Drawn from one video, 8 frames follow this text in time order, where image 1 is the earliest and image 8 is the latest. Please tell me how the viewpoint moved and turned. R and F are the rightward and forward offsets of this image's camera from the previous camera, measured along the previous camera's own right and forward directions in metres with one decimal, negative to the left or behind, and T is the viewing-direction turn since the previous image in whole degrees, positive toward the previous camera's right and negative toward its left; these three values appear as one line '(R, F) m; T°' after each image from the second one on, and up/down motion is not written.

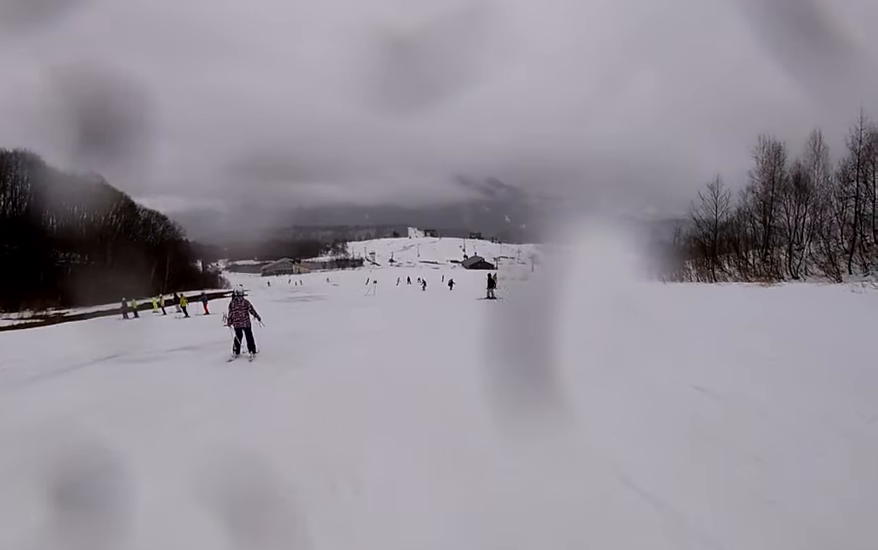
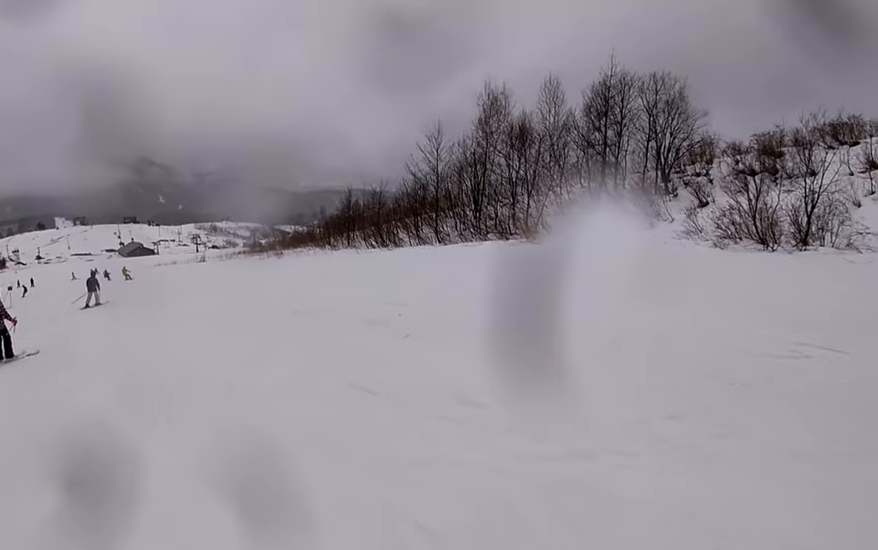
(+4.7, +10.0) m; +25°
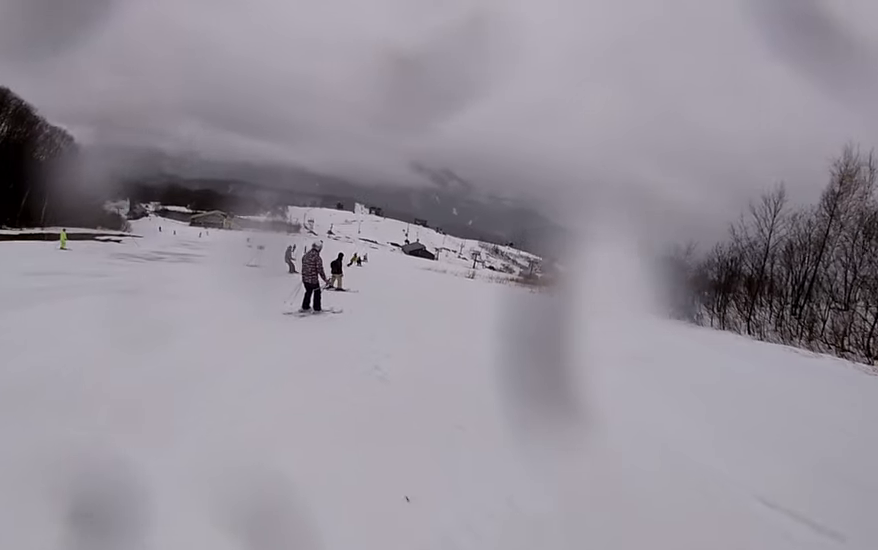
(-0.9, +6.2) m; -11°
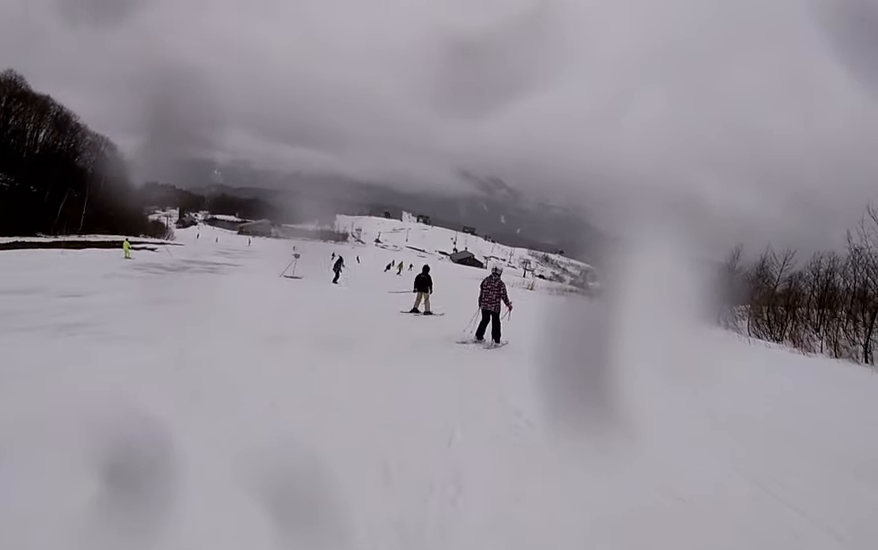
(-0.3, +5.1) m; 0°
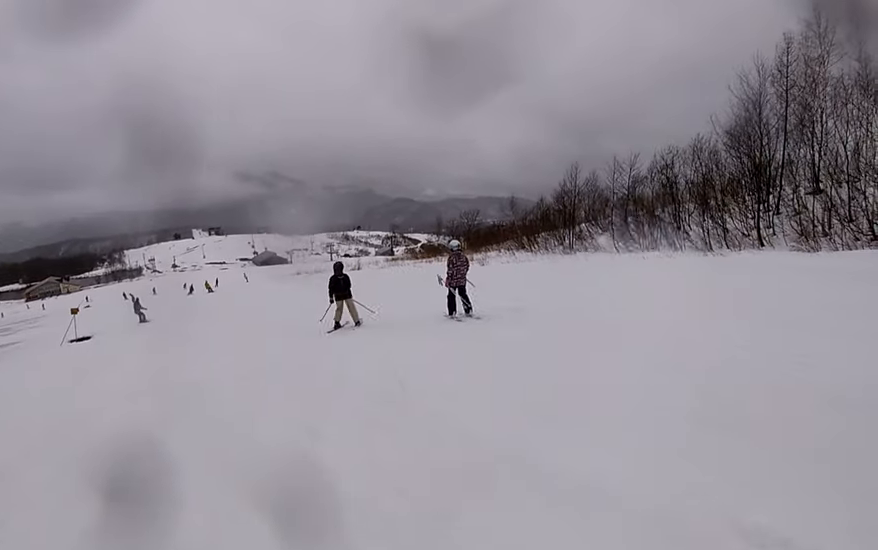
(+0.4, +7.0) m; +3°
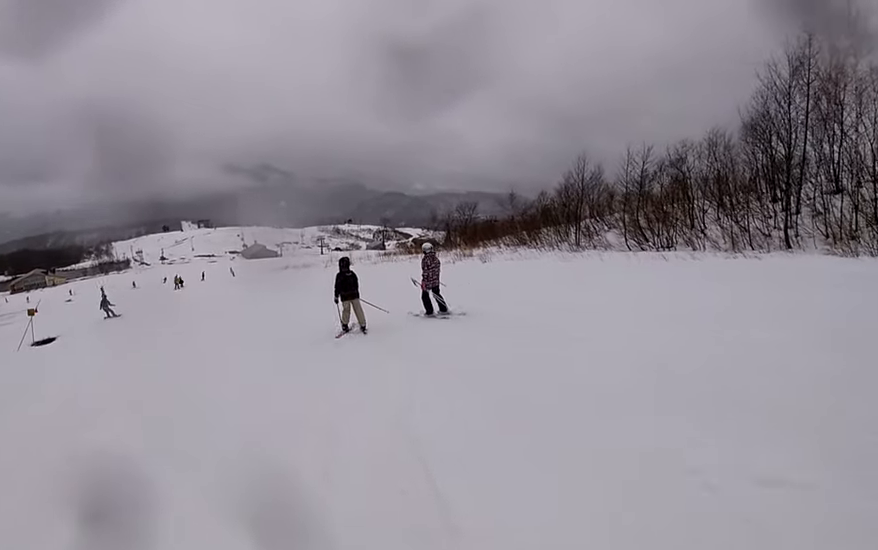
(-0.1, +2.8) m; -7°
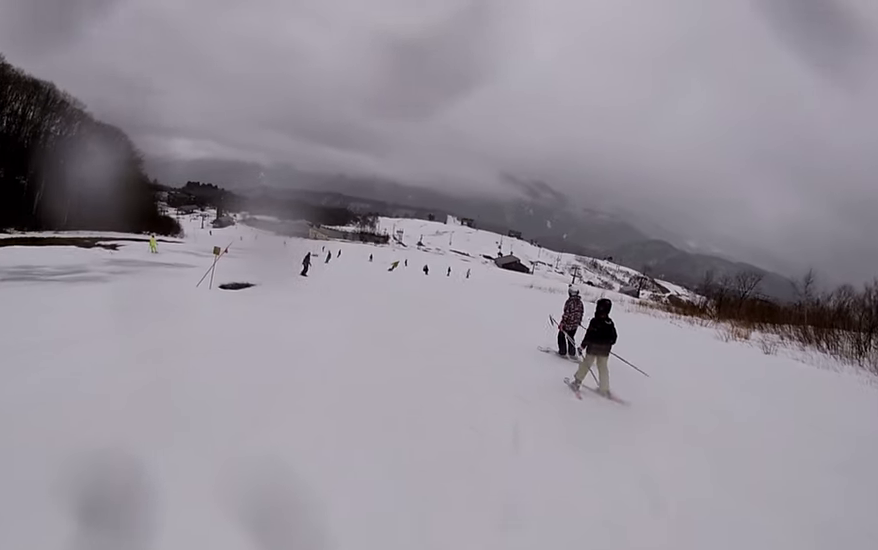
(-0.4, +5.6) m; -13°
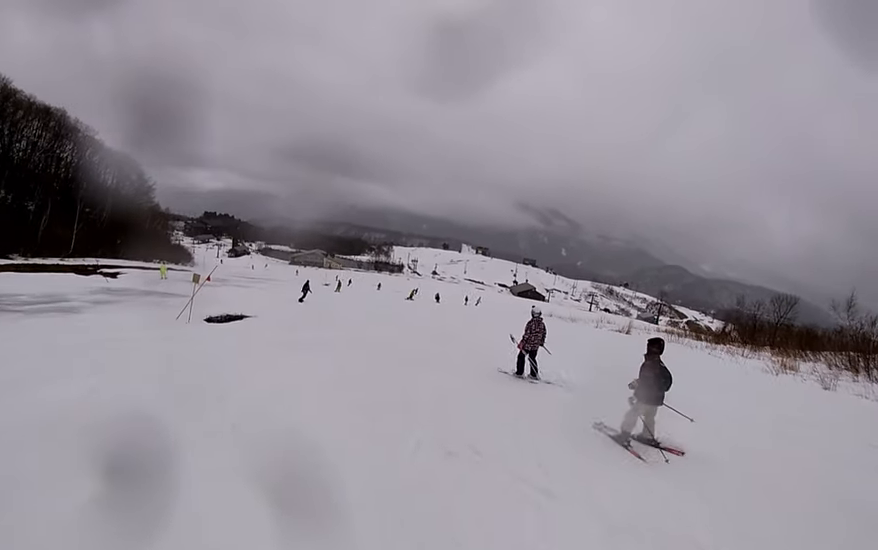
(-0.6, +3.4) m; -6°
